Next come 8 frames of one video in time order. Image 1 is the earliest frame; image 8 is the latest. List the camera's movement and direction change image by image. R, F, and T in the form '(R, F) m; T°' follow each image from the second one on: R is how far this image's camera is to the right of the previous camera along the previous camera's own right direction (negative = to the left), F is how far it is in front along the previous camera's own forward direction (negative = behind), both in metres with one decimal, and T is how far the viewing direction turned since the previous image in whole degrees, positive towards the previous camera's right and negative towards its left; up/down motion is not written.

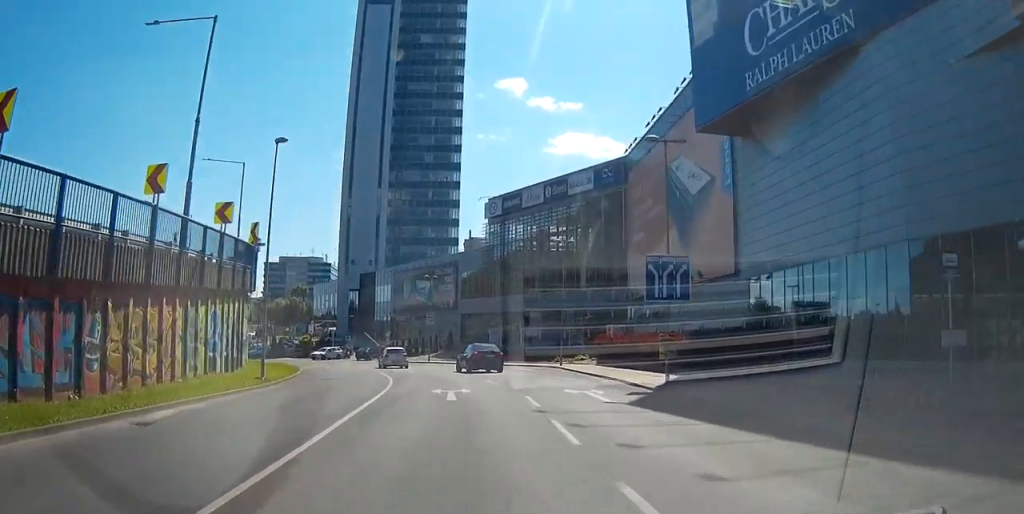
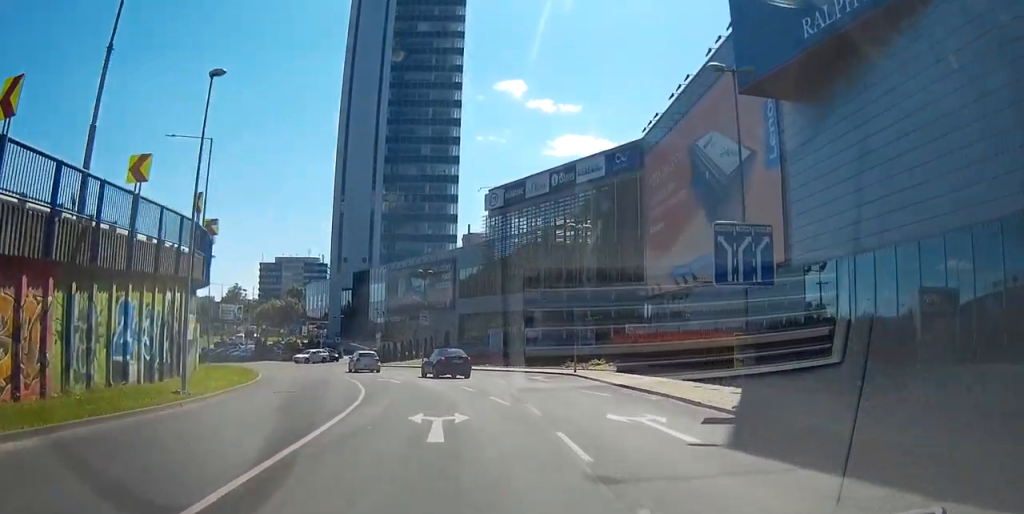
(0.0, +7.7) m; 0°
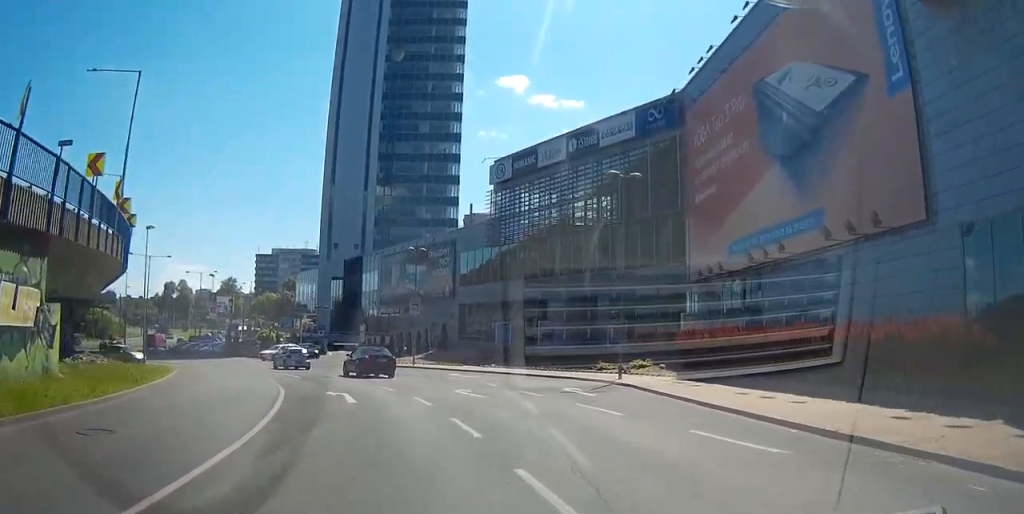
(0.0, +13.1) m; 0°
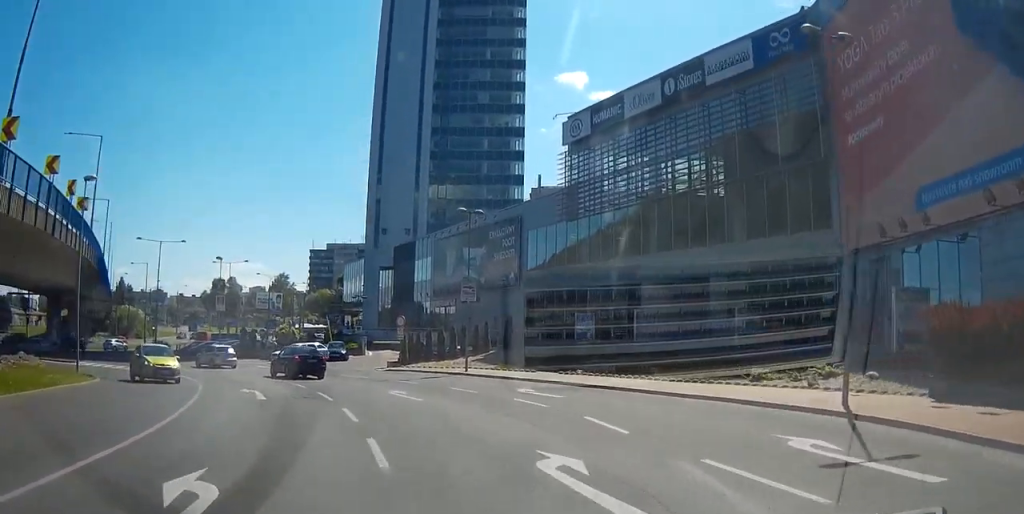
(0.0, +16.1) m; -2°
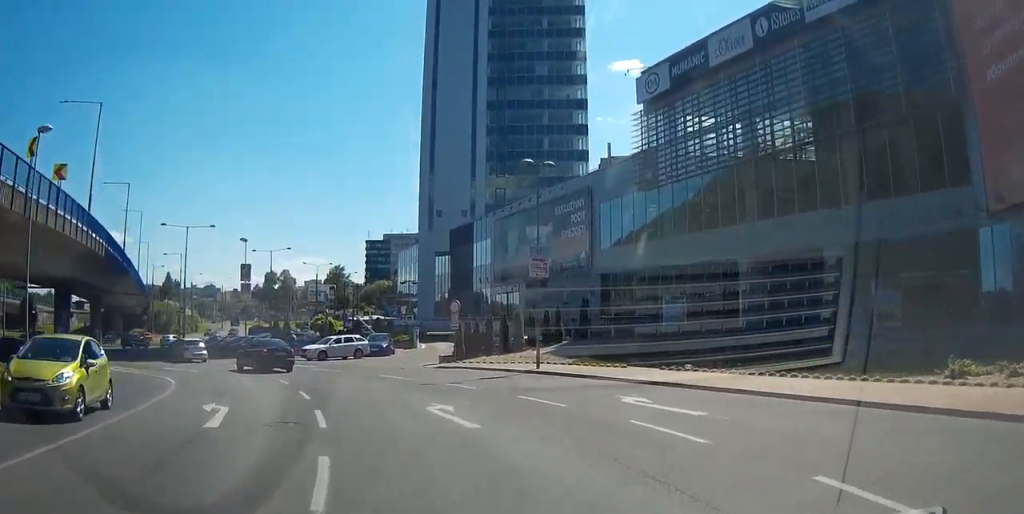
(-0.2, +9.3) m; -5°
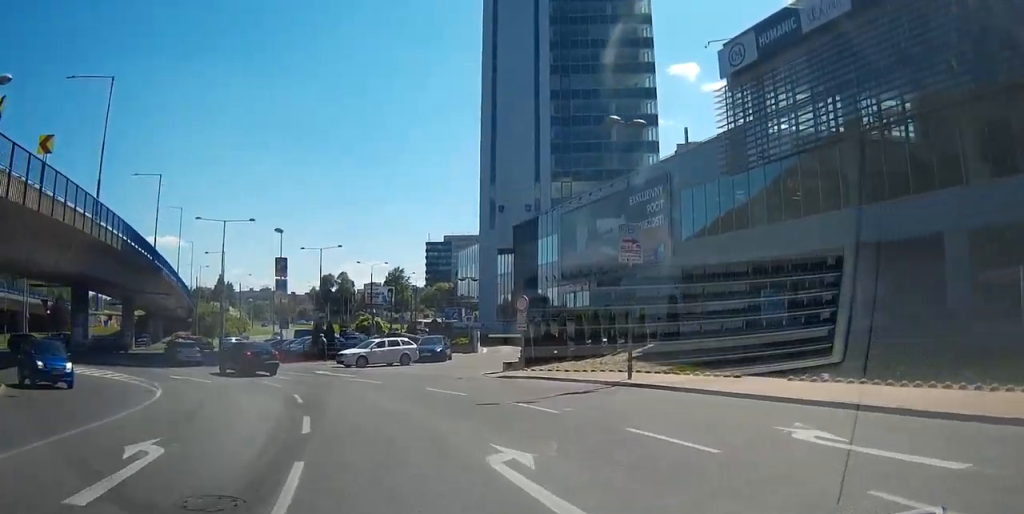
(0.0, +6.9) m; -7°
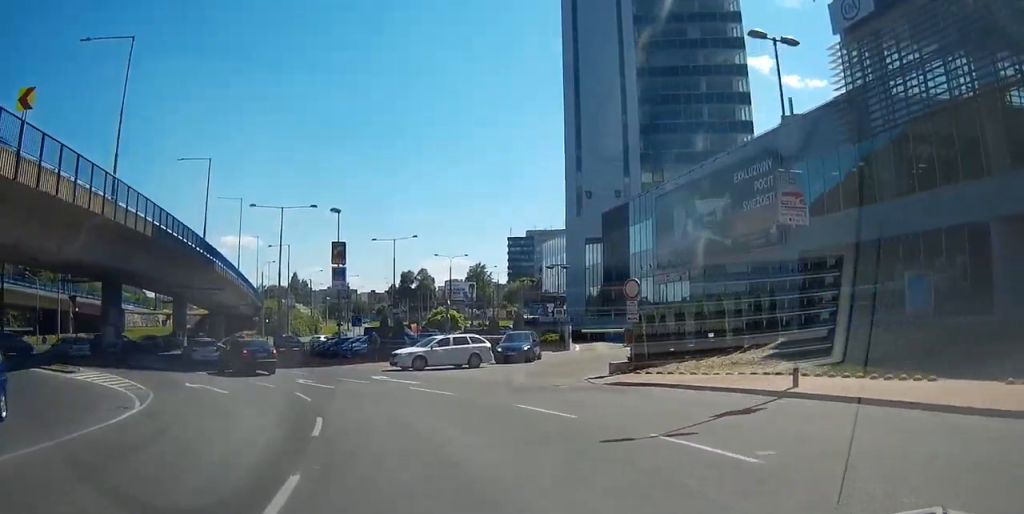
(-1.0, +7.9) m; -5°
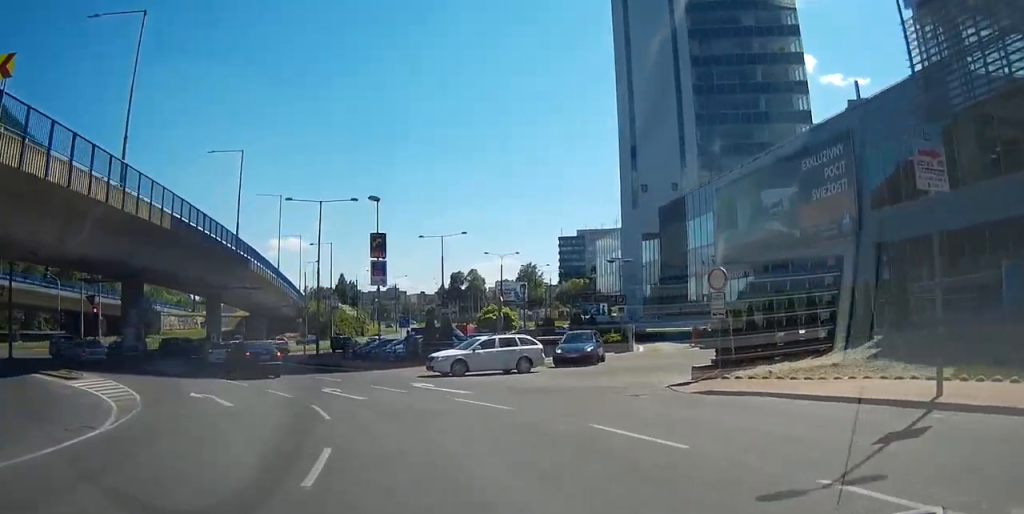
(-0.2, +4.7) m; -2°
